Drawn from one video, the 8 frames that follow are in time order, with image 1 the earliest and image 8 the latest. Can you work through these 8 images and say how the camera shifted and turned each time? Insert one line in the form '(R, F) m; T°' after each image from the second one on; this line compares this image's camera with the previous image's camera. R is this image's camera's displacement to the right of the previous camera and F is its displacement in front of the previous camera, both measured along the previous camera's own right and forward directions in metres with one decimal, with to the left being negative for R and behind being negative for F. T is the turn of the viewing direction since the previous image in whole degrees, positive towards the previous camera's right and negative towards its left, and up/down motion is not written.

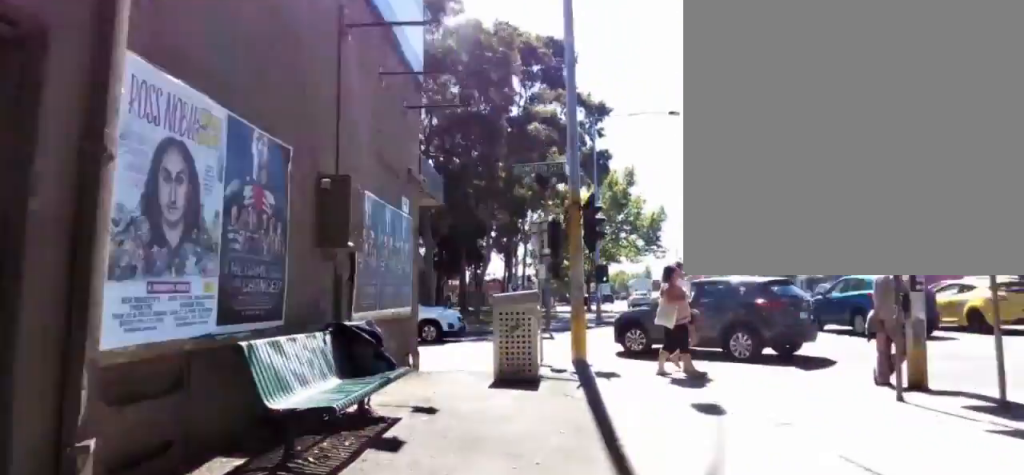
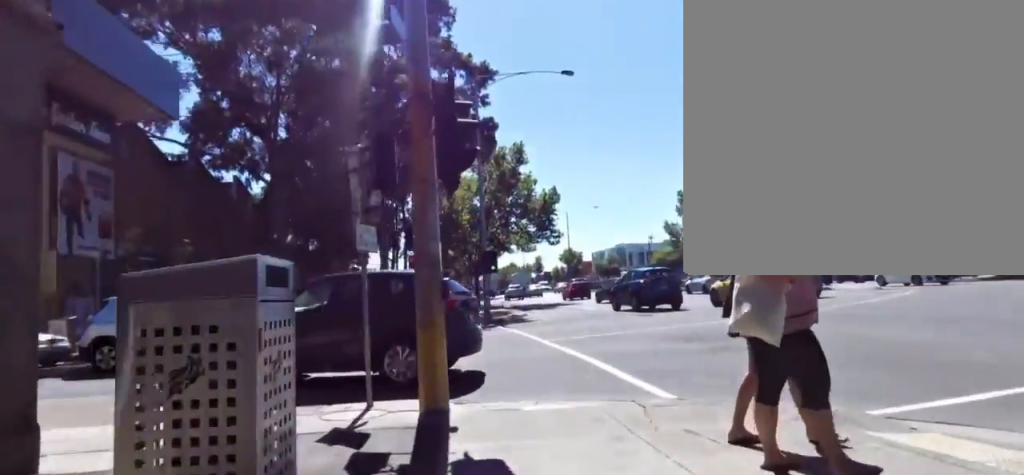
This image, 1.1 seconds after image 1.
(+0.6, +4.8) m; +12°
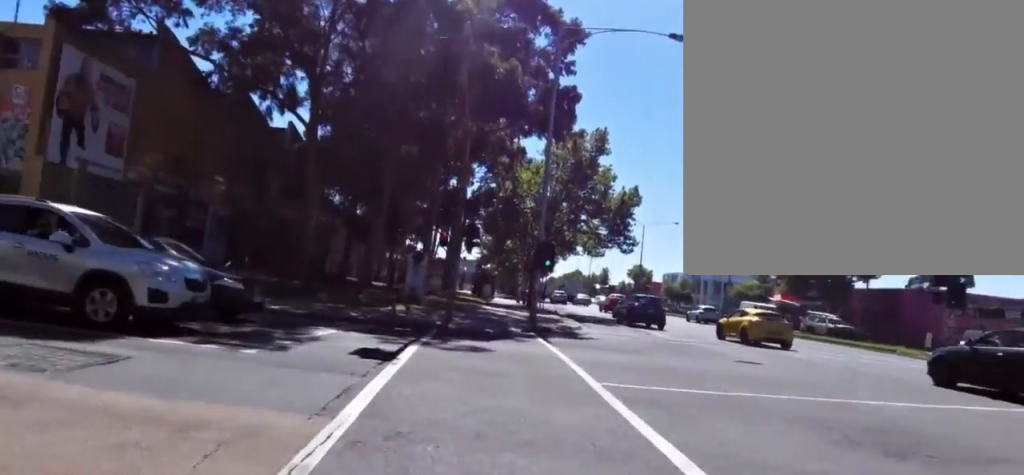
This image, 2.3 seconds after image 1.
(+0.3, +4.8) m; -15°
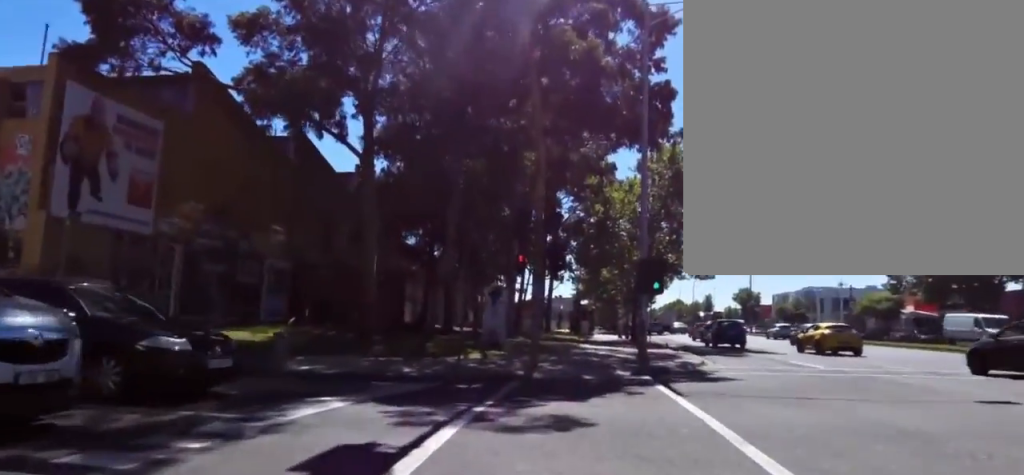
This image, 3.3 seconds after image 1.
(-1.1, +3.8) m; -17°
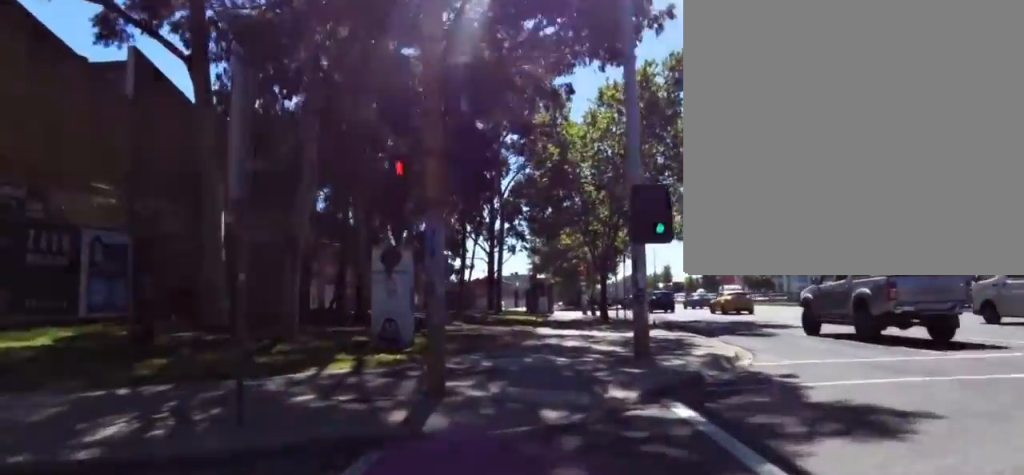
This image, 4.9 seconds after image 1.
(+0.1, +8.5) m; +9°
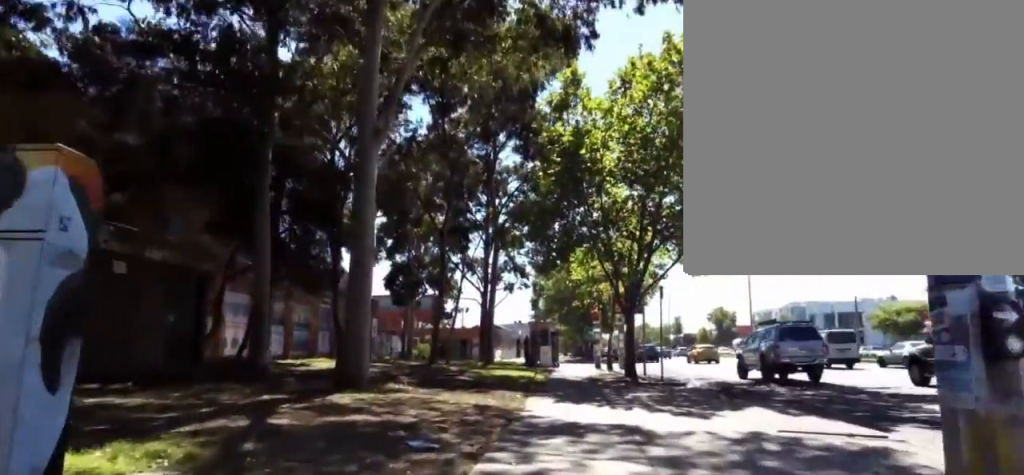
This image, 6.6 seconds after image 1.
(+1.3, +9.9) m; +3°
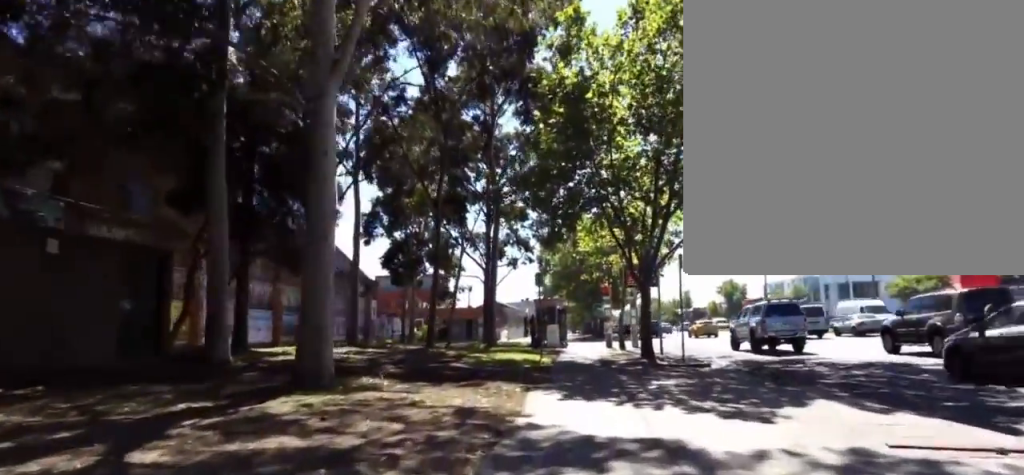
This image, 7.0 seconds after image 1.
(-0.3, +3.3) m; -3°
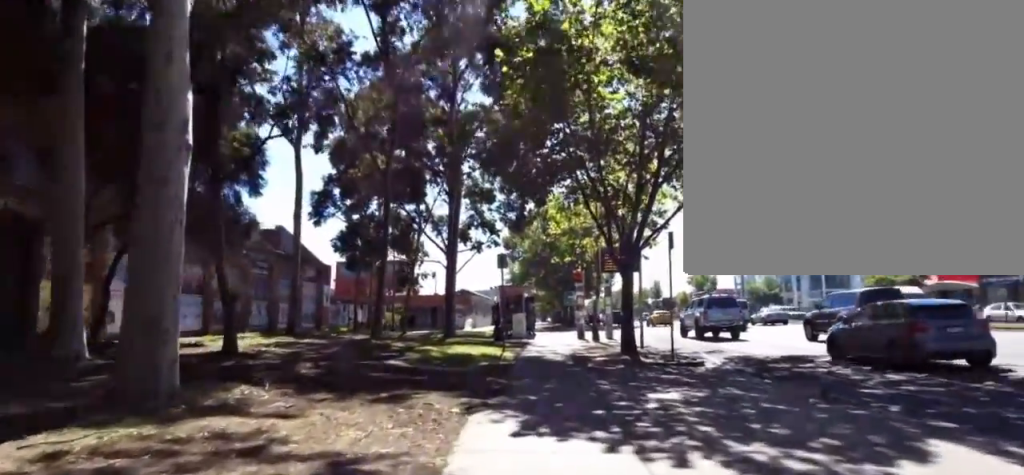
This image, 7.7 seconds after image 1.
(-0.4, +4.6) m; -5°
